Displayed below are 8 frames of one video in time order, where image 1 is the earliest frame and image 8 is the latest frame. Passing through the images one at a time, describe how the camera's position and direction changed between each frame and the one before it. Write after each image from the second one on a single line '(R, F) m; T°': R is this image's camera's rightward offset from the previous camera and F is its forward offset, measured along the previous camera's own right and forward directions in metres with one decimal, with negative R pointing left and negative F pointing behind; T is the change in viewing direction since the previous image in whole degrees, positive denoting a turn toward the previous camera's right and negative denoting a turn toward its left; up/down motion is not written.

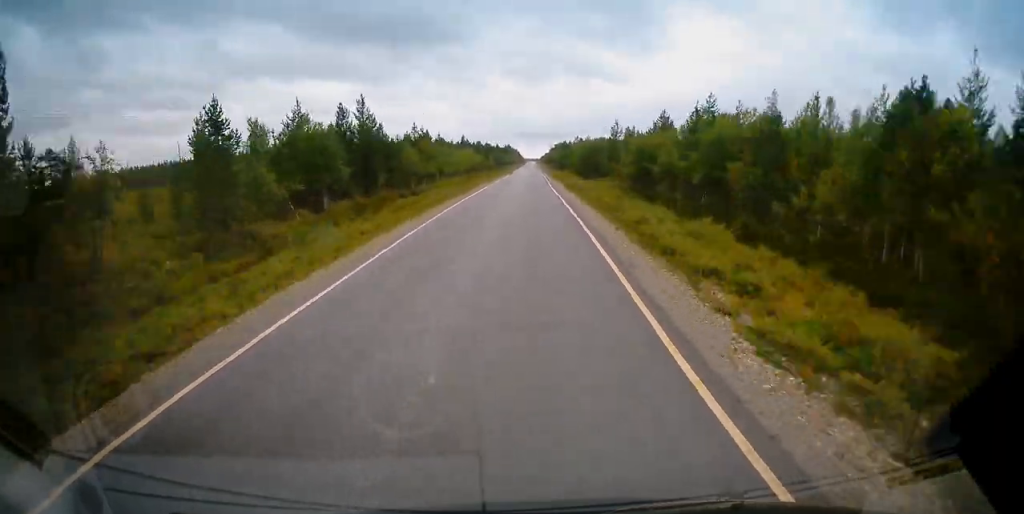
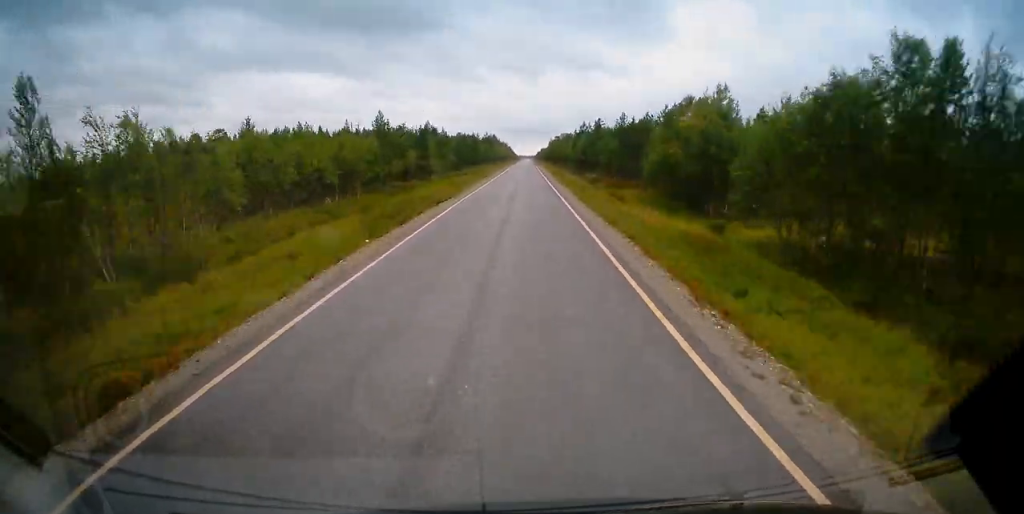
(+0.3, +91.3) m; 0°
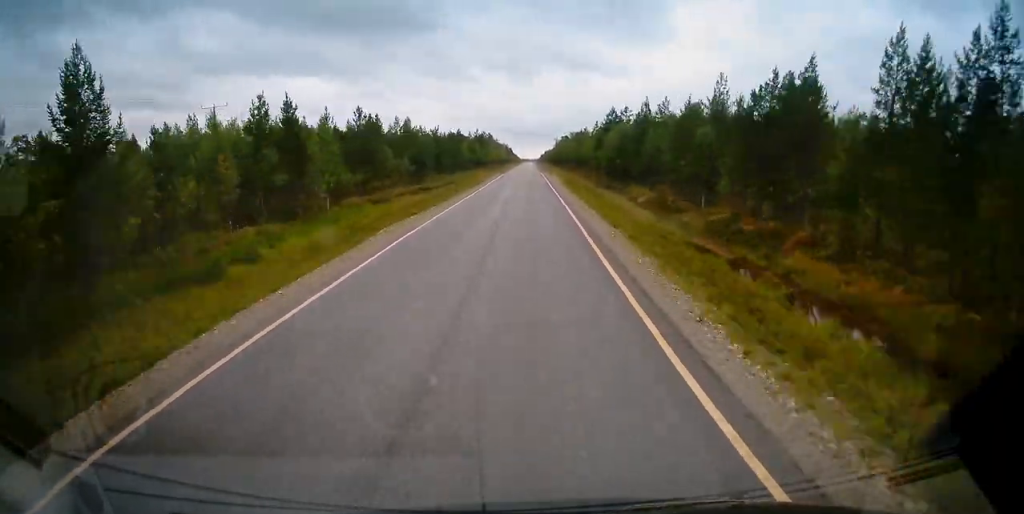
(+0.2, +39.7) m; 0°
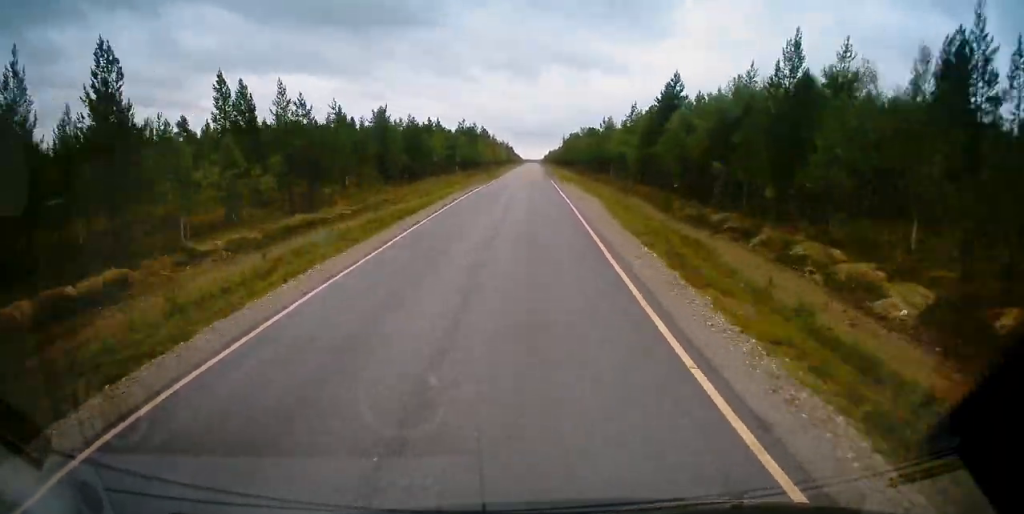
(-0.2, +35.2) m; 0°
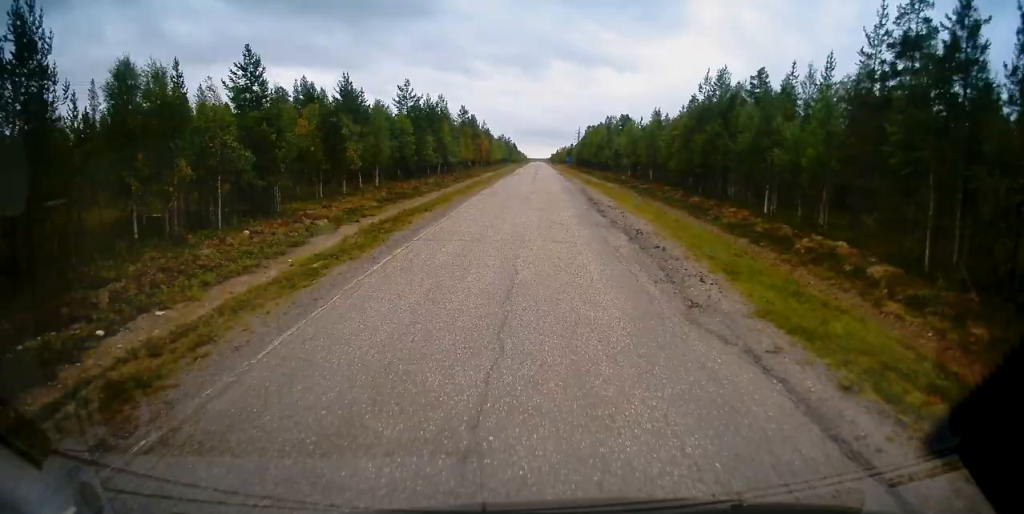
(0.0, +53.7) m; 0°
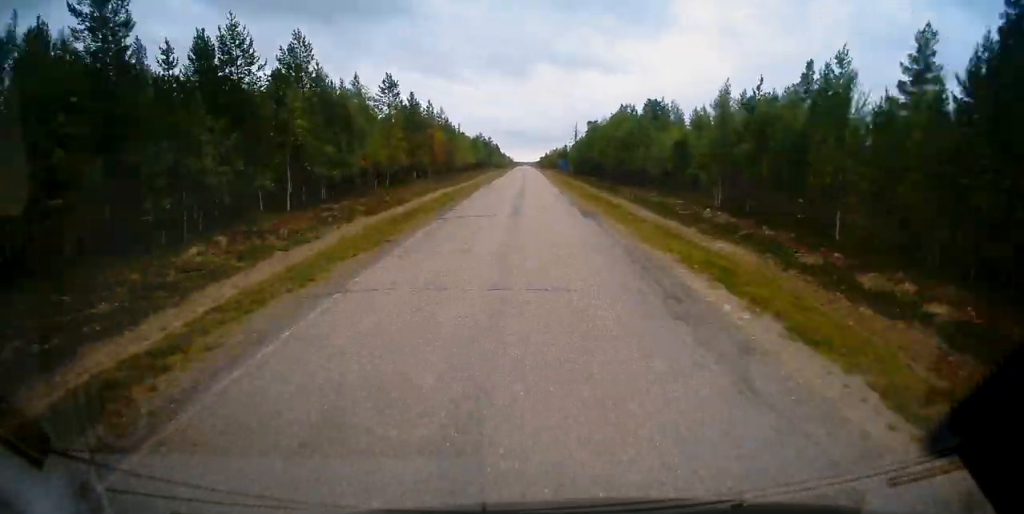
(+0.1, +42.0) m; 0°
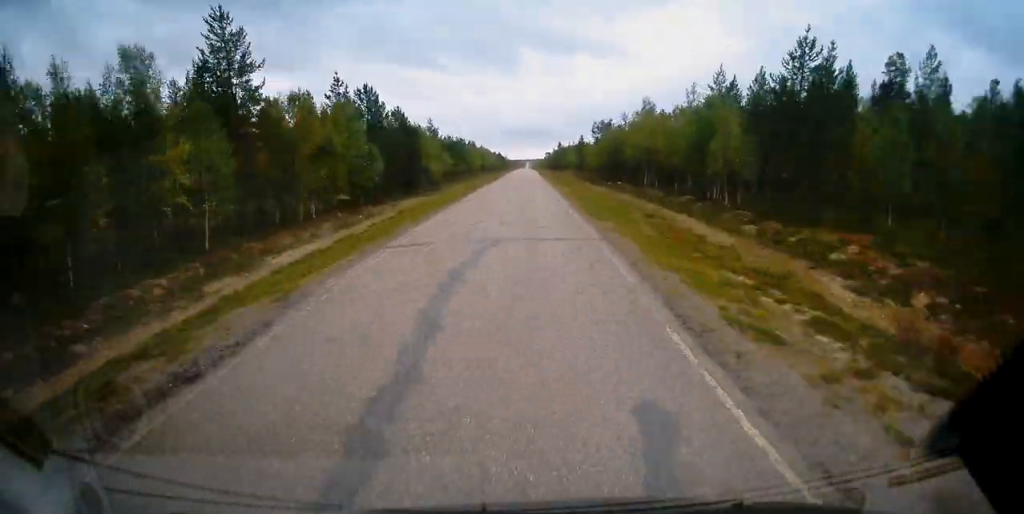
(-0.1, +178.5) m; 0°
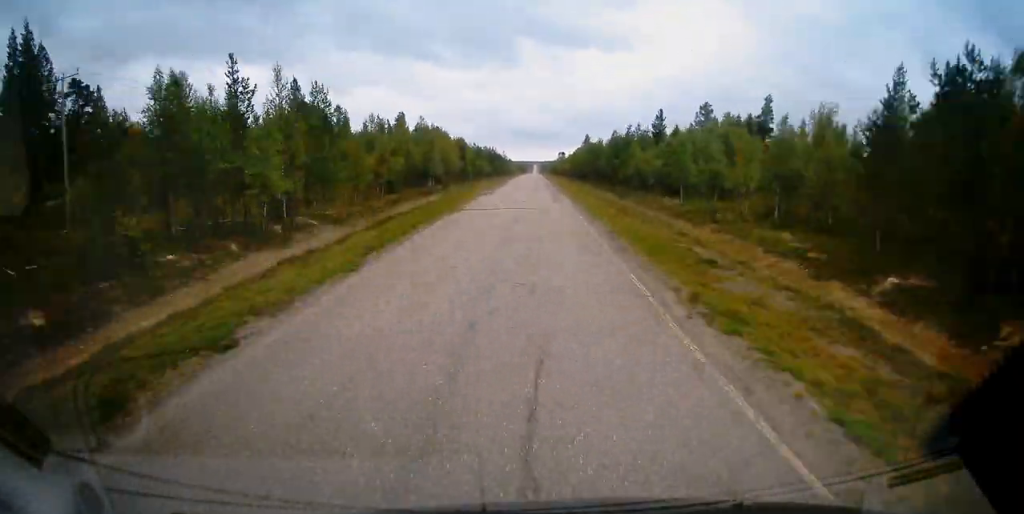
(-0.3, +101.5) m; 0°
